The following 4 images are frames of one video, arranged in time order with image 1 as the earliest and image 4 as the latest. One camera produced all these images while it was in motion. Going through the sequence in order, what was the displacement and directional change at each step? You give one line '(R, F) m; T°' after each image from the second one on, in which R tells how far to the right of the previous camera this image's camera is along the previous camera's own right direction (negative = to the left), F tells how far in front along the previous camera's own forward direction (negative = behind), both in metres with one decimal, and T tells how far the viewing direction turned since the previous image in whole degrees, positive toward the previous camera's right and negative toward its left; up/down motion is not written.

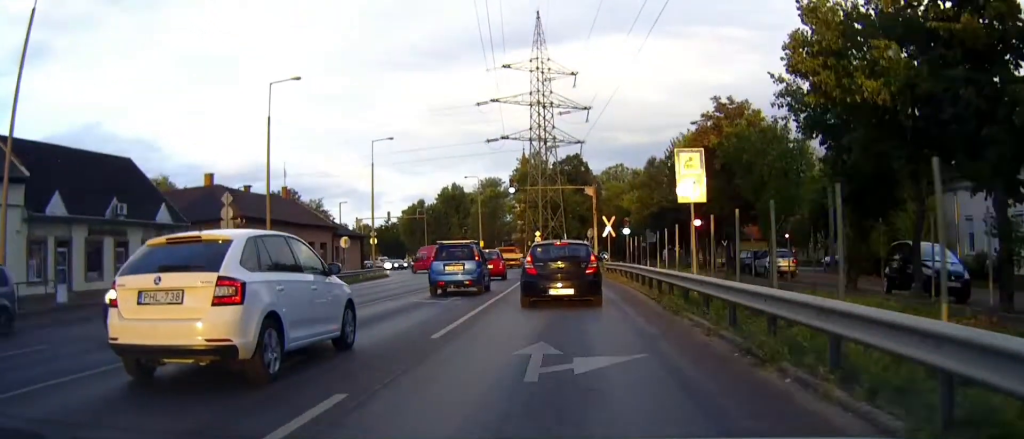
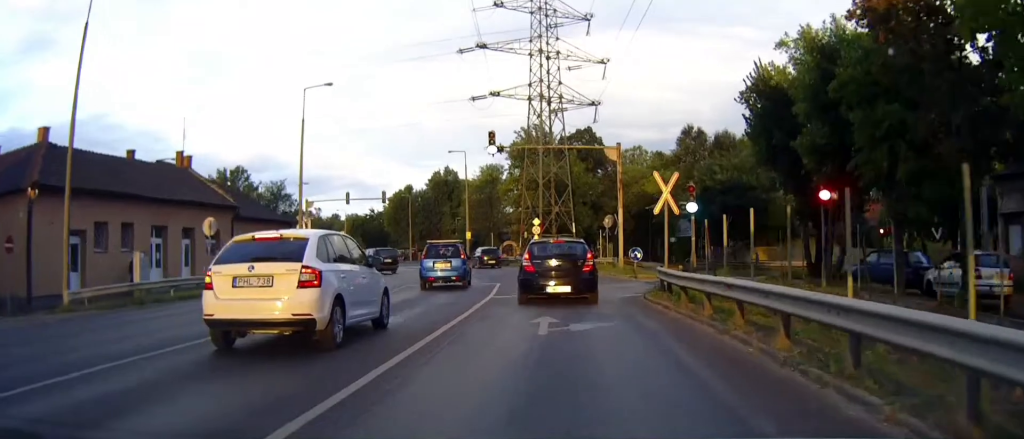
(0.0, +20.2) m; 0°
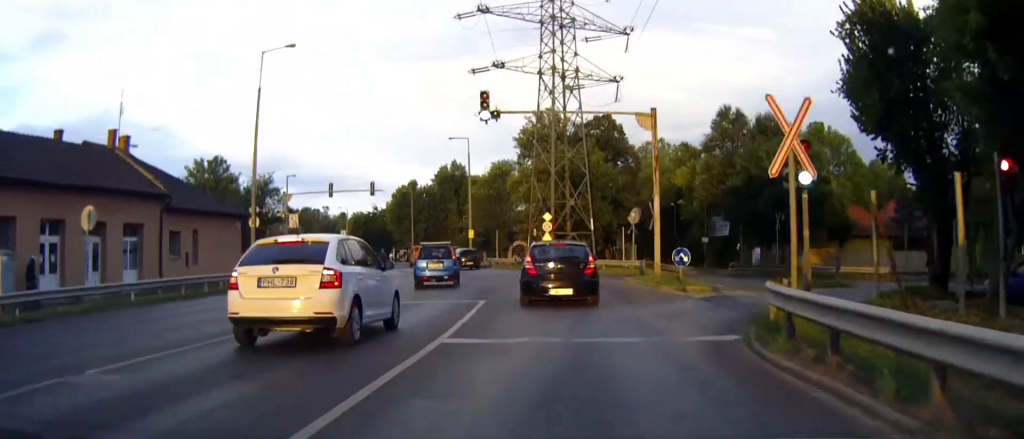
(0.0, +9.2) m; -1°
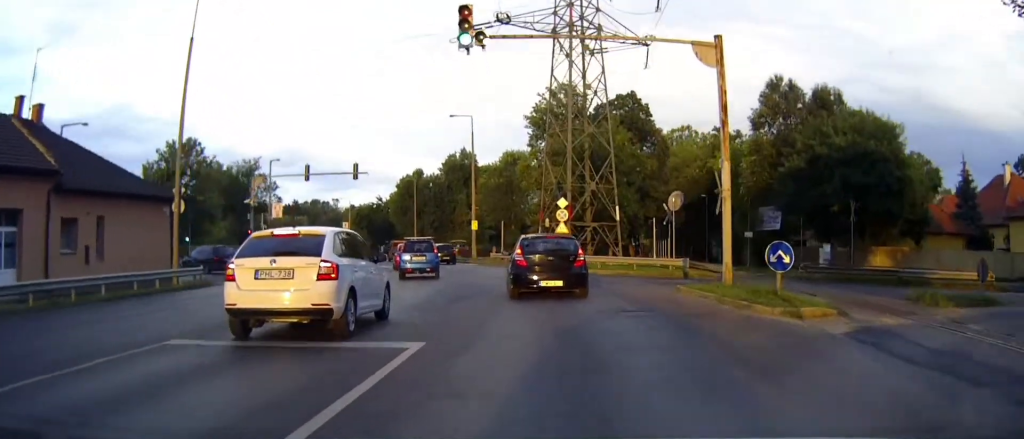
(-0.1, +9.7) m; -1°
